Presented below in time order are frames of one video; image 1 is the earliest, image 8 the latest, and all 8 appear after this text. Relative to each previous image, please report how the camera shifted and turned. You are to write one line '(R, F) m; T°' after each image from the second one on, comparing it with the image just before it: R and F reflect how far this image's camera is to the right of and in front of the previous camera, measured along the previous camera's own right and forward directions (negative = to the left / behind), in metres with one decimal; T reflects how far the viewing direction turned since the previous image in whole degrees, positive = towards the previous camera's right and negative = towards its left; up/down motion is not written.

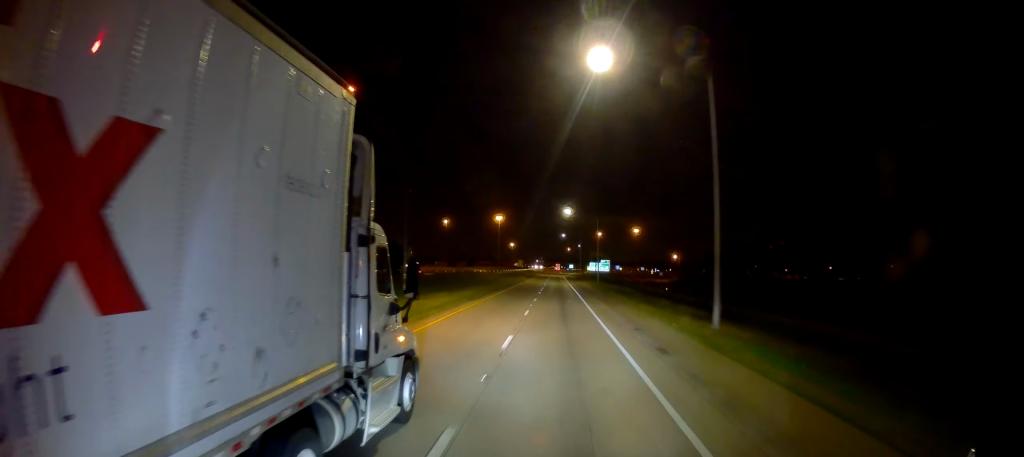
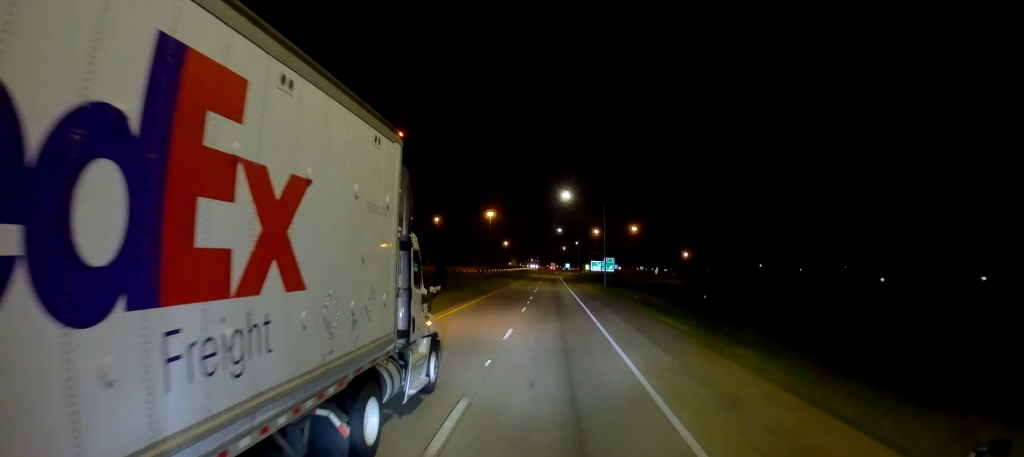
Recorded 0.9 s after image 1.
(+0.2, +22.2) m; 0°
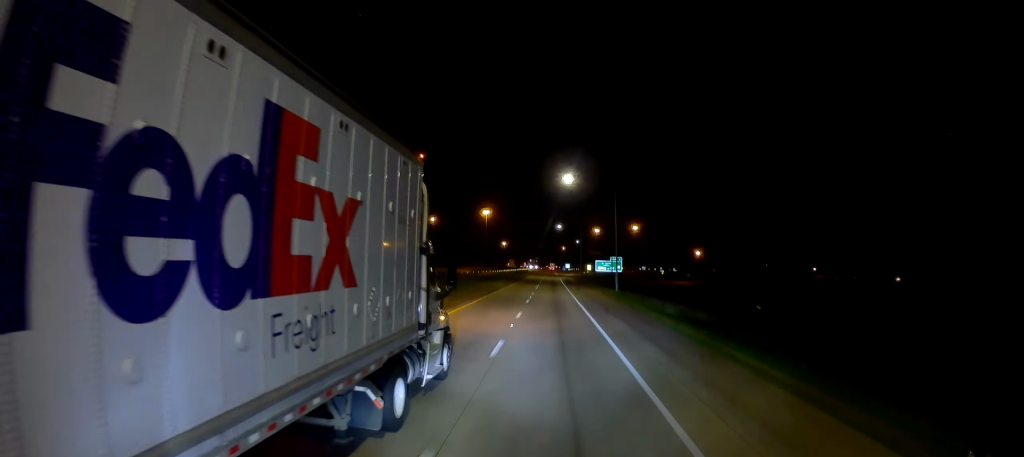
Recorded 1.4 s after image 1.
(0.0, +15.0) m; 0°
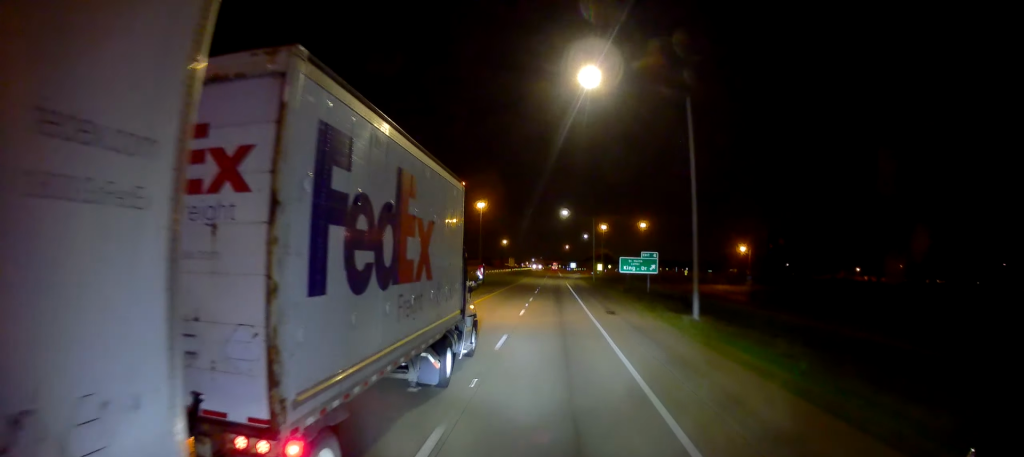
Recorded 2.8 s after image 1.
(-0.2, +35.4) m; 0°
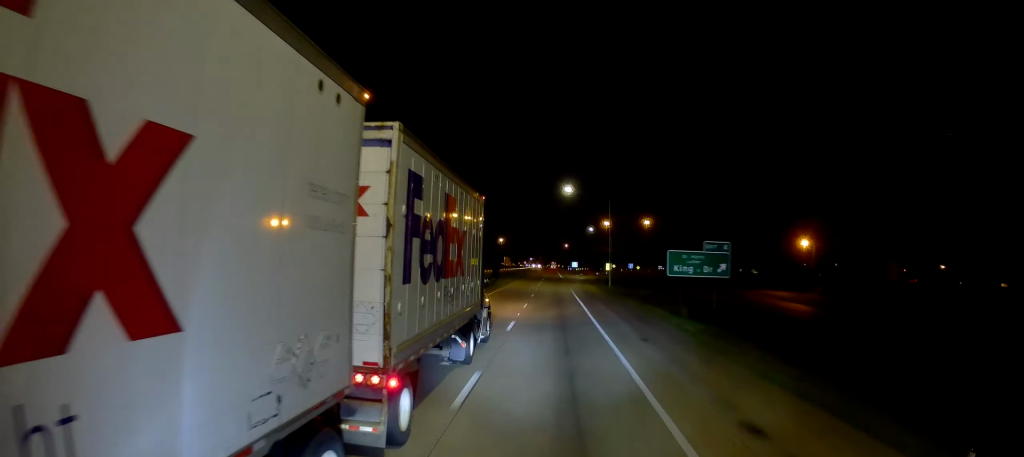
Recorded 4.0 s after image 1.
(0.0, +32.4) m; 0°
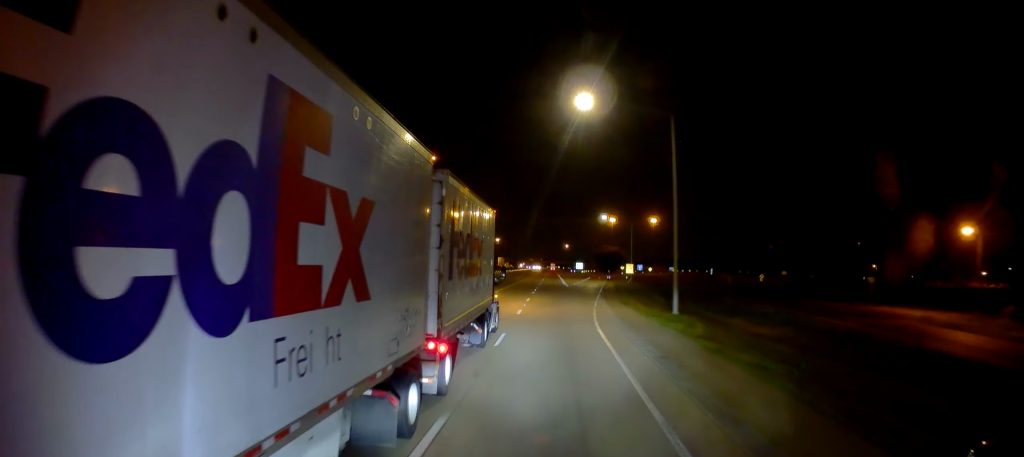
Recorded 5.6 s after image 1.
(-0.4, +40.5) m; -1°
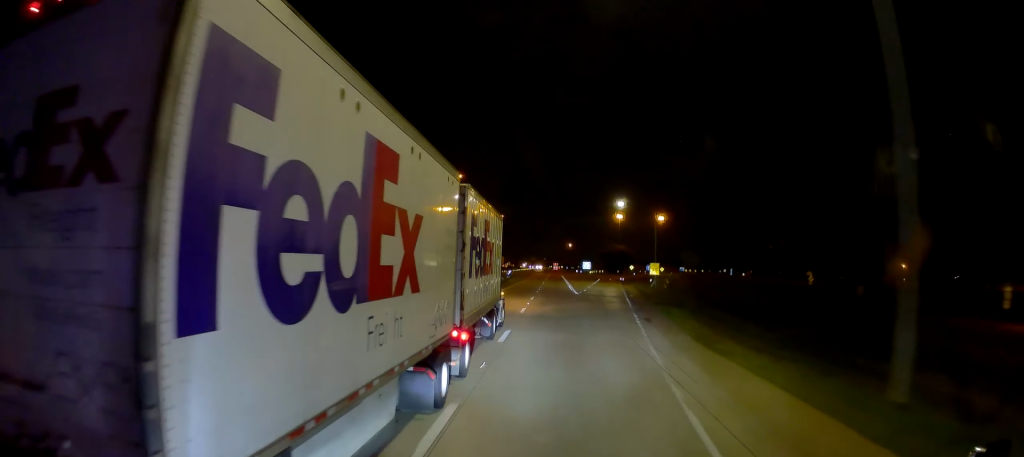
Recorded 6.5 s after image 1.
(0.0, +23.4) m; +1°
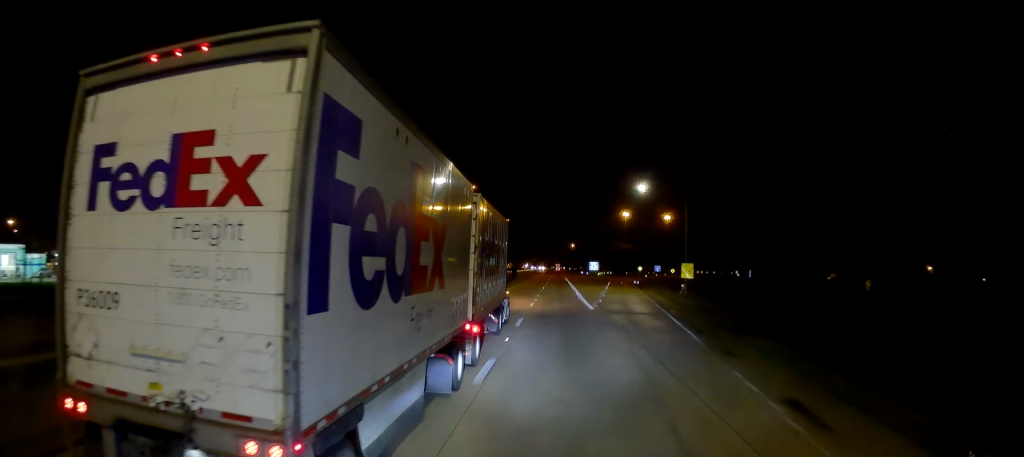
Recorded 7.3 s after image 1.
(+0.4, +19.4) m; +1°
